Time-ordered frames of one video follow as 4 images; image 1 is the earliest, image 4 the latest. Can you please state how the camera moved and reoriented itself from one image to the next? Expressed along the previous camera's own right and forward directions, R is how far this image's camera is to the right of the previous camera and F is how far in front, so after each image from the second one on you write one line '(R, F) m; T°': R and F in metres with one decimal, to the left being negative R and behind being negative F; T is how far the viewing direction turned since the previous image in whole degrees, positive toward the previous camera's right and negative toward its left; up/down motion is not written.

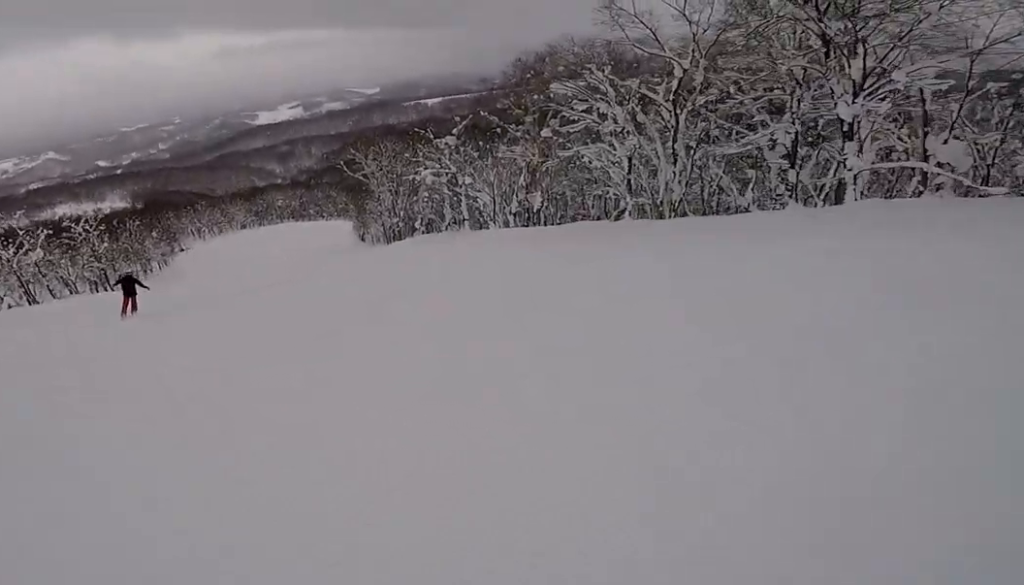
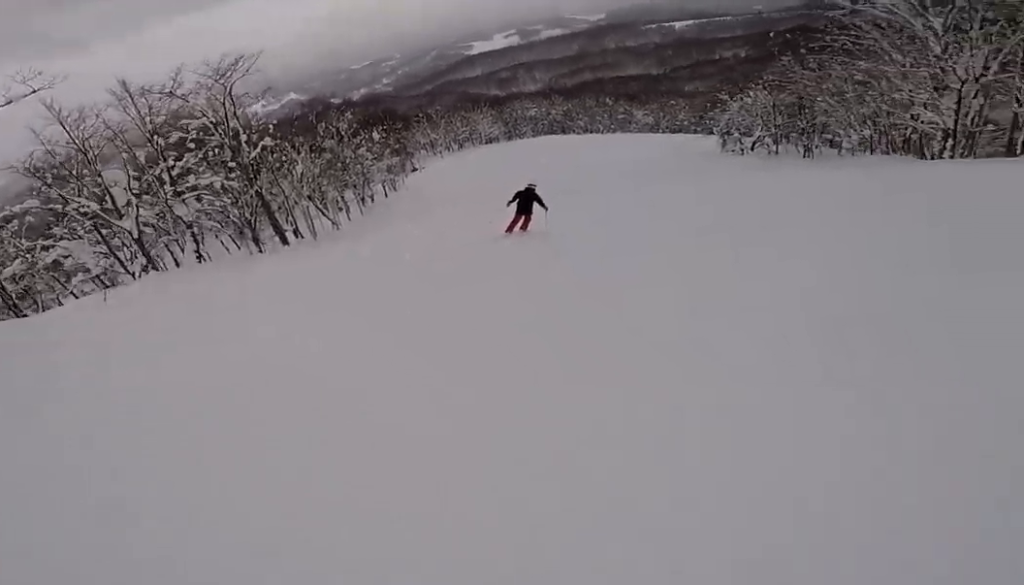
(-21.4, +41.6) m; -17°
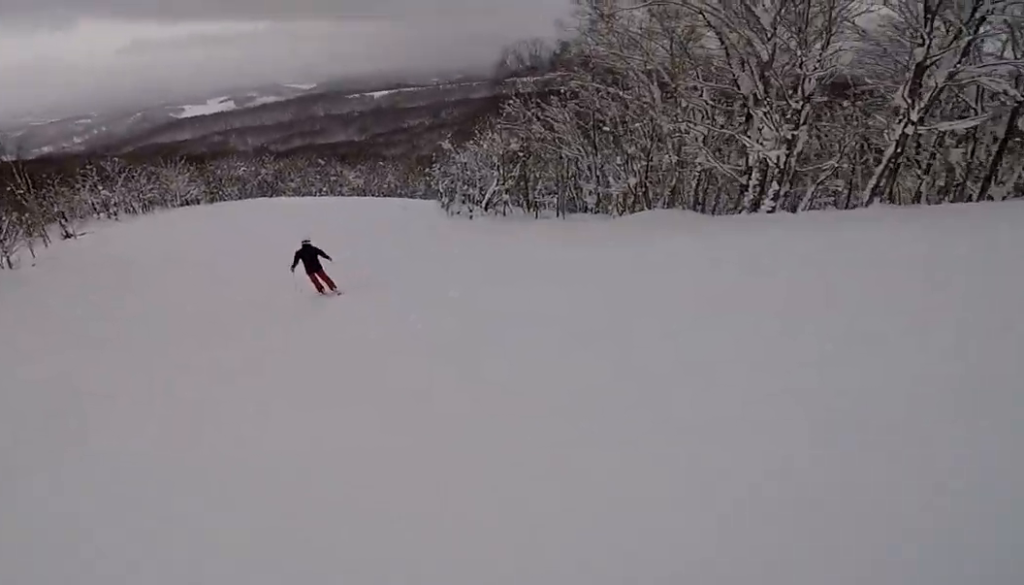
(+4.6, +18.1) m; +17°
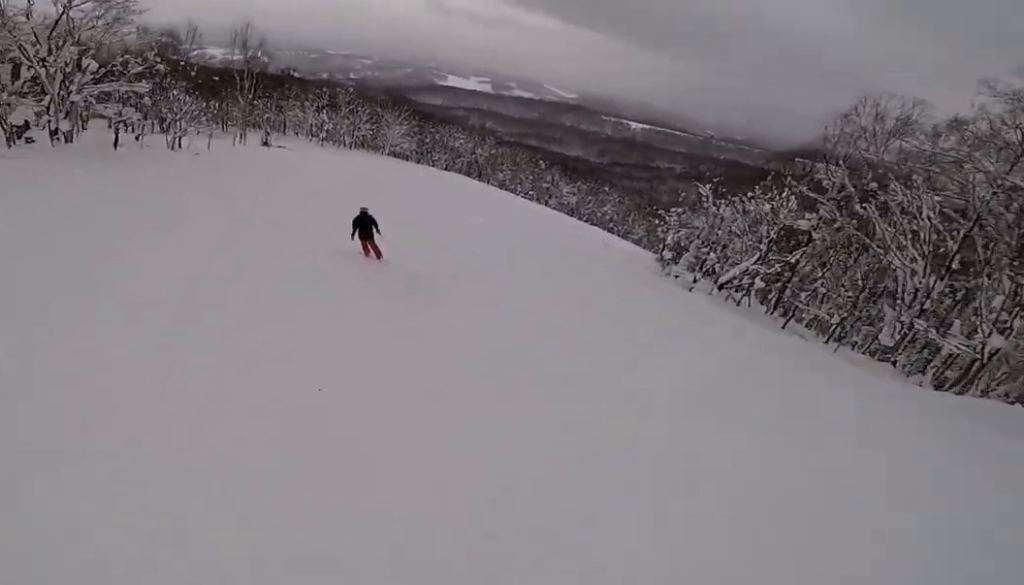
(+0.1, +9.1) m; -7°
